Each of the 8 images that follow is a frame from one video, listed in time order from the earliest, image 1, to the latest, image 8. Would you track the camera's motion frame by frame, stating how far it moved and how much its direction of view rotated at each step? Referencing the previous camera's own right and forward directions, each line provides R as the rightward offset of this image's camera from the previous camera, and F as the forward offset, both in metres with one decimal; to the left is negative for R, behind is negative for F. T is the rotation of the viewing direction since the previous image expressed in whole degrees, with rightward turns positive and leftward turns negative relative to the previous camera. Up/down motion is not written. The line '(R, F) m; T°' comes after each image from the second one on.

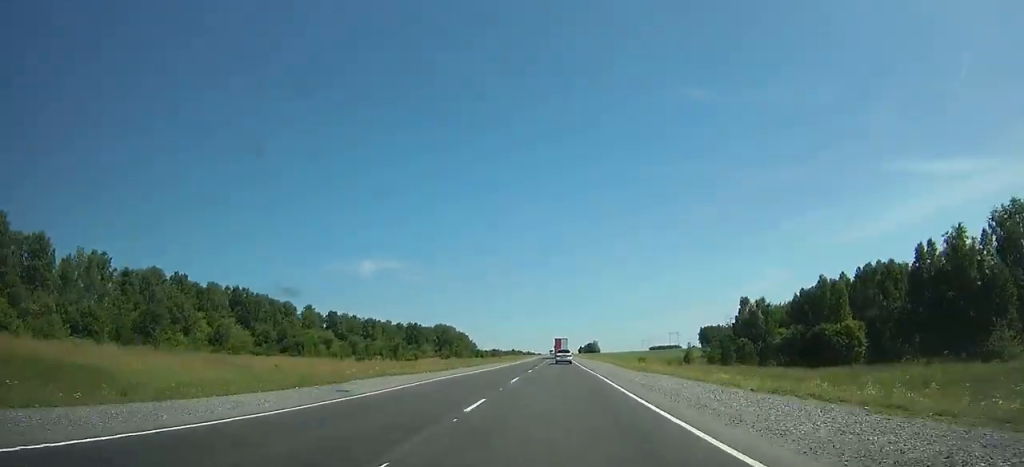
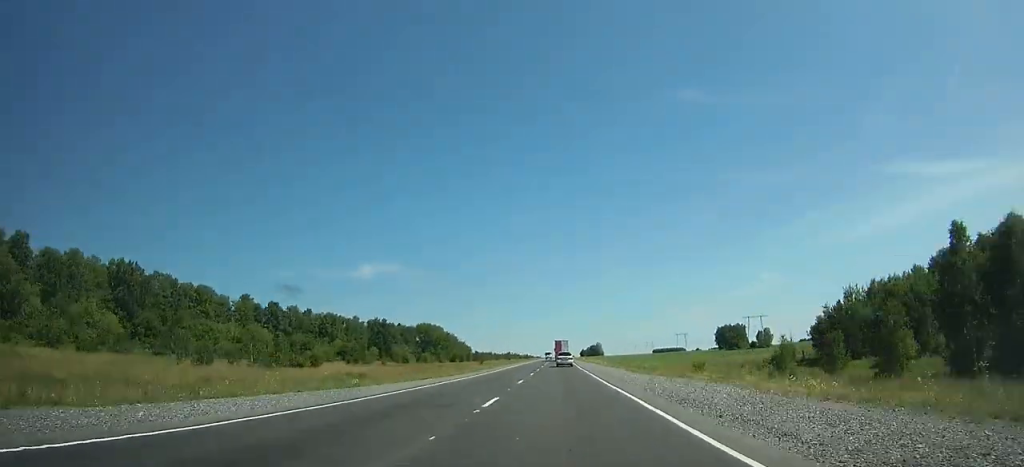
(+0.1, +57.4) m; 0°
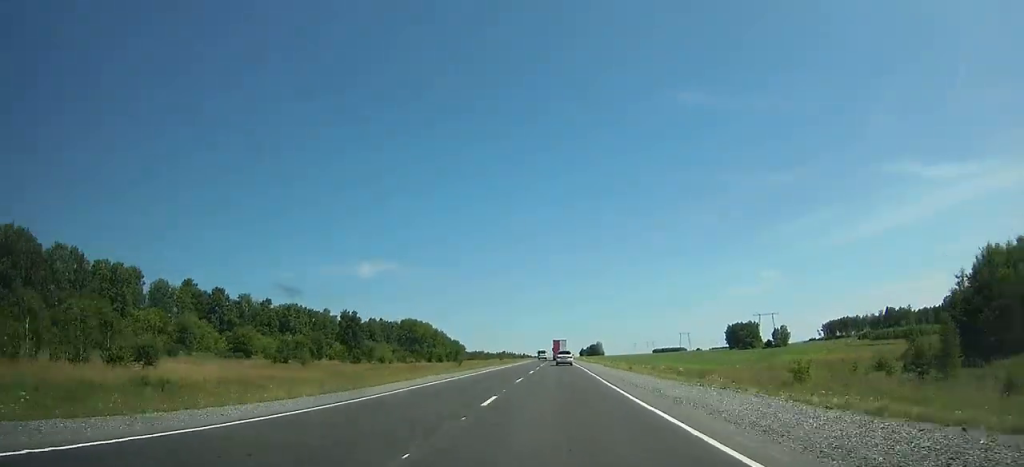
(0.0, +36.2) m; 0°
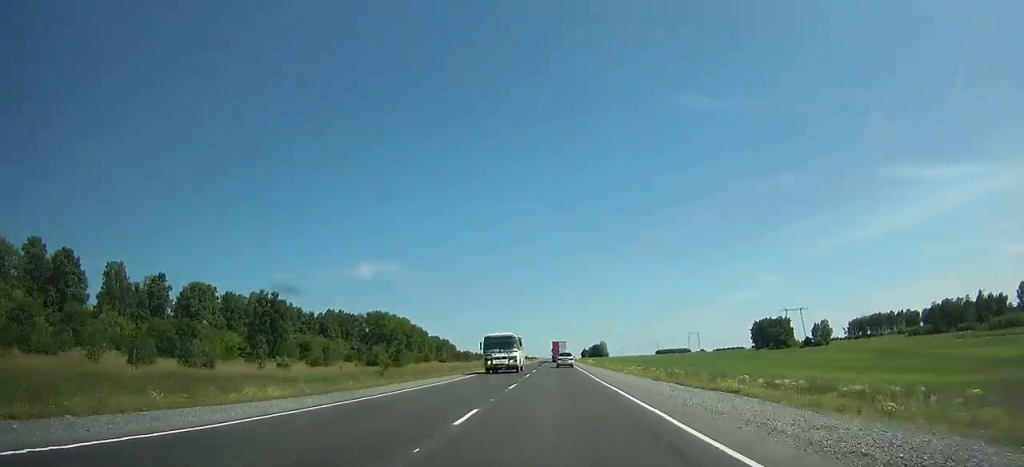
(0.0, +65.8) m; 0°
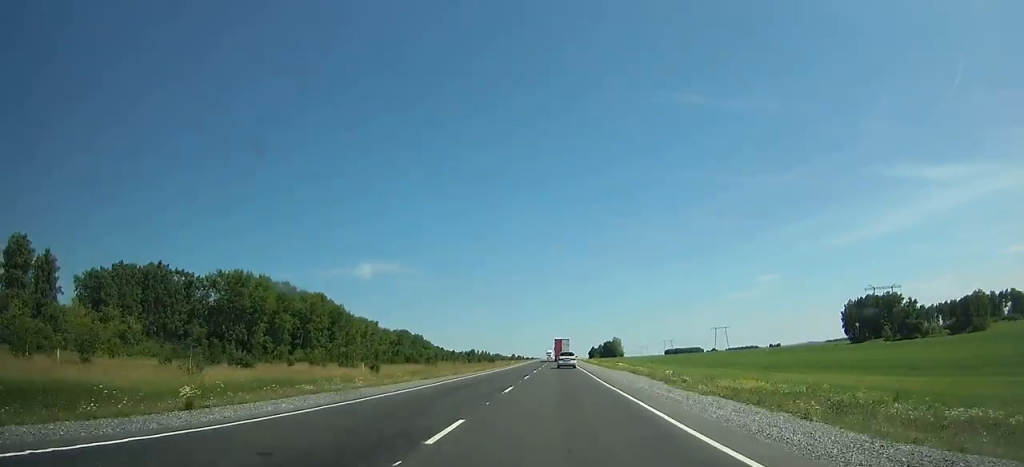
(+0.1, +134.5) m; 0°
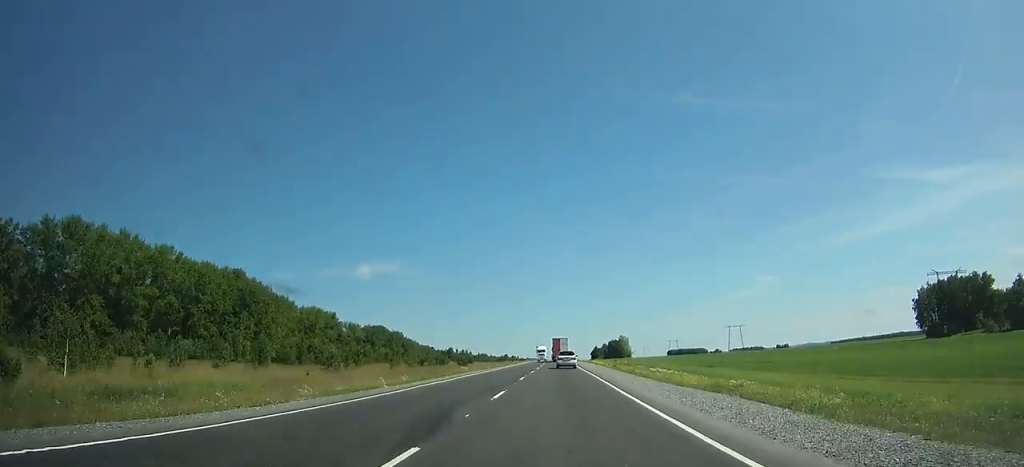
(+0.1, +63.4) m; 0°
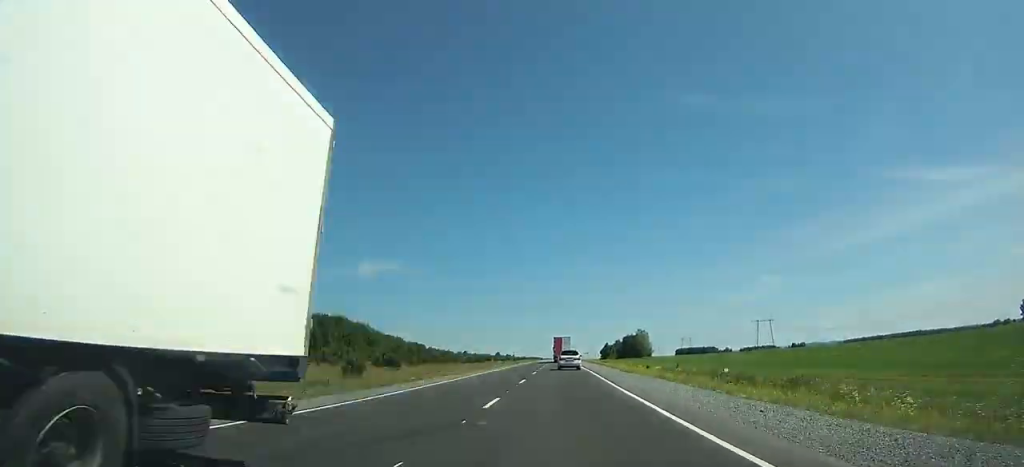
(0.0, +86.3) m; 0°
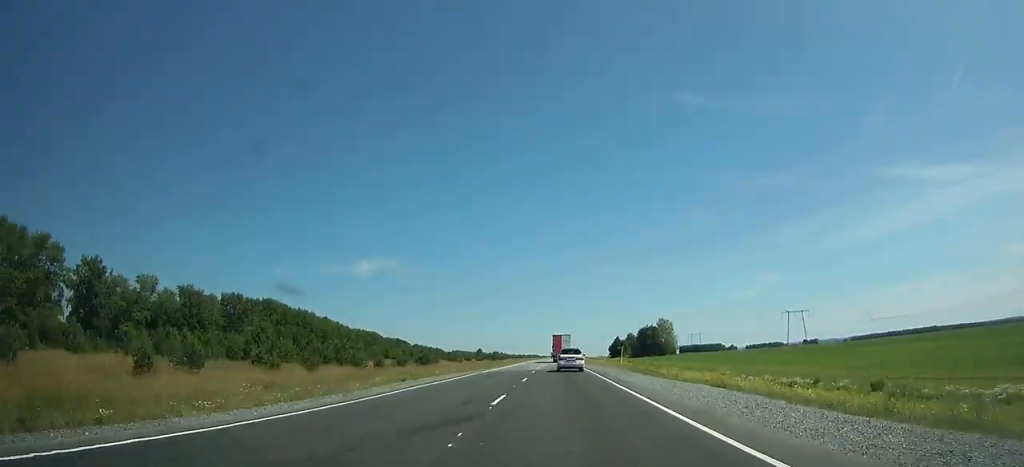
(0.0, +83.2) m; 0°
